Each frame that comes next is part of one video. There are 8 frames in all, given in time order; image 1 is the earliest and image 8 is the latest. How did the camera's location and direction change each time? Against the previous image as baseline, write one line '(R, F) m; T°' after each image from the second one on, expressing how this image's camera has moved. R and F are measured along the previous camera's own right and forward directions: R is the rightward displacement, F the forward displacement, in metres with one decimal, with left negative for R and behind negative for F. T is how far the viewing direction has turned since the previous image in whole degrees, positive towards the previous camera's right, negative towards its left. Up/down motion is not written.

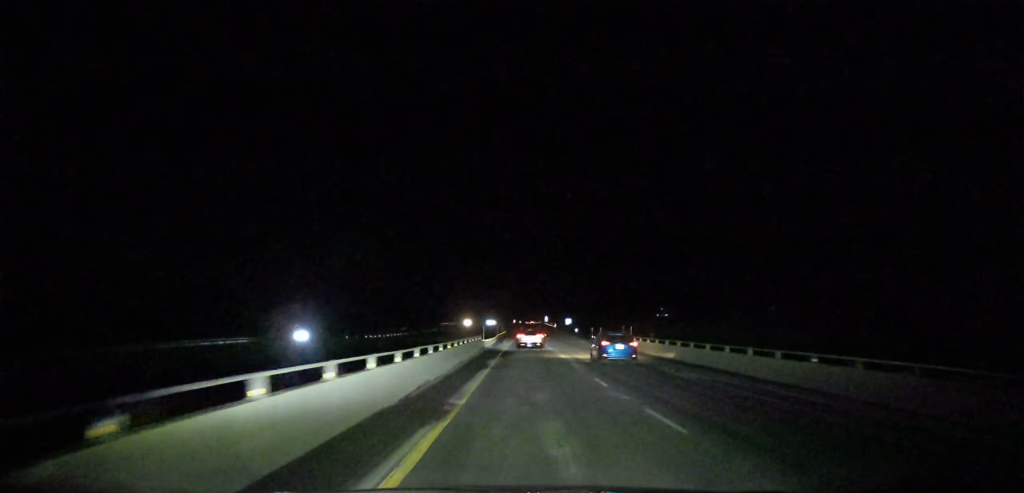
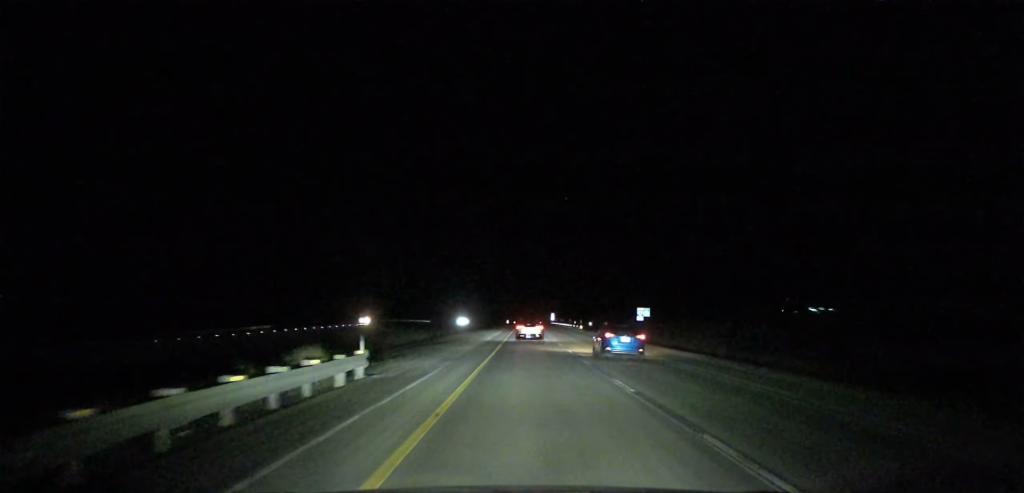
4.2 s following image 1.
(+0.4, +121.8) m; 0°
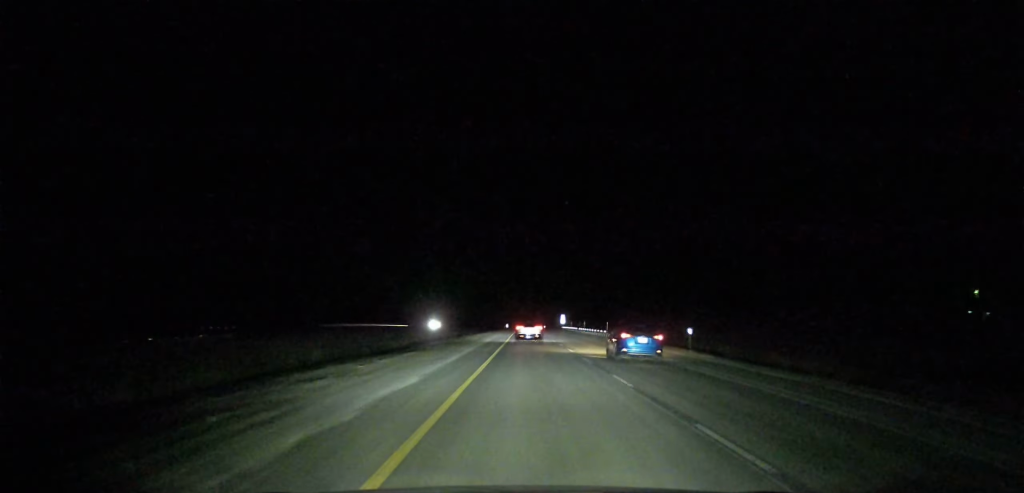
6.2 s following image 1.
(+0.1, +57.7) m; 0°
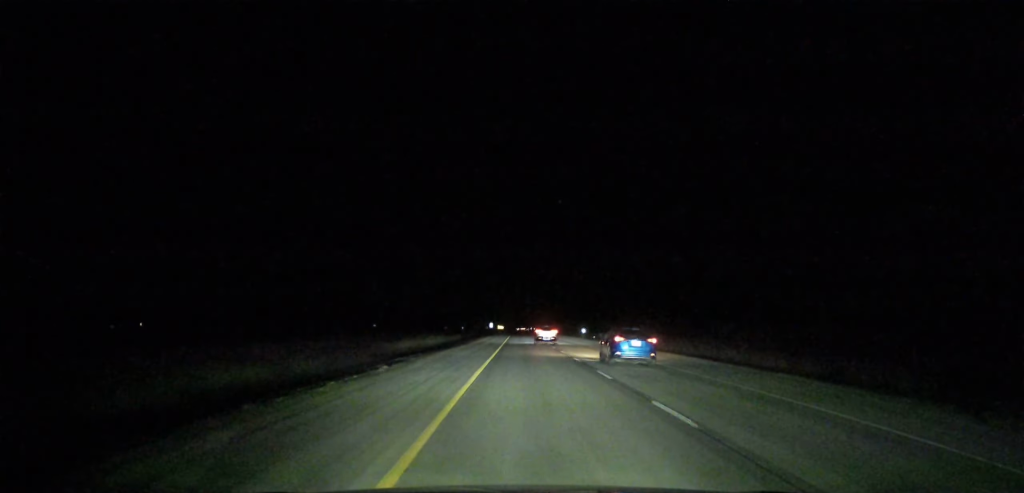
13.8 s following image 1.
(+0.6, +202.8) m; 0°
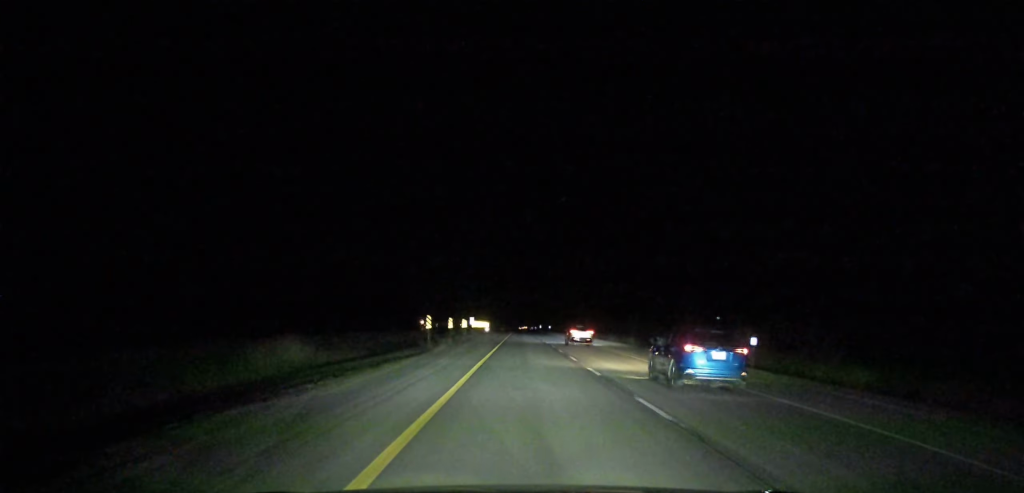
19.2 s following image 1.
(+0.1, +129.3) m; 0°
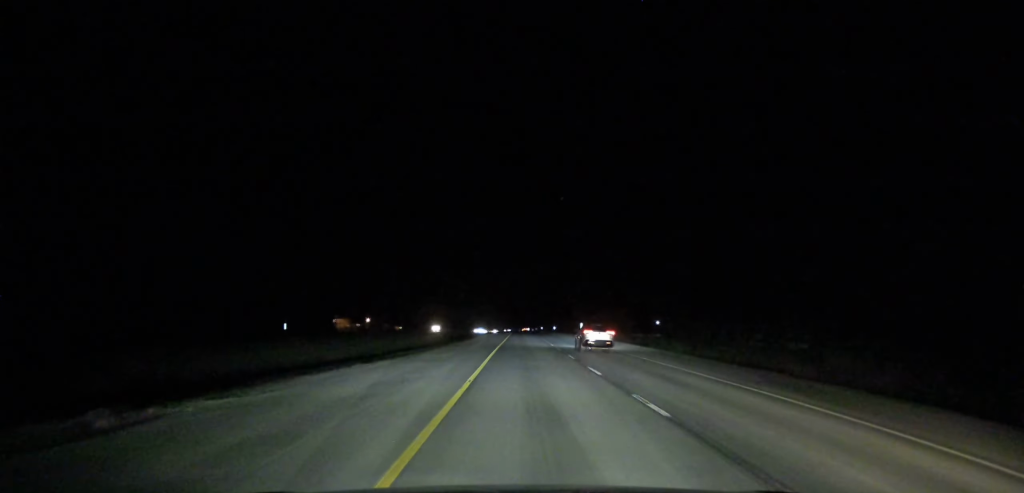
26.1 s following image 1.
(-0.6, +227.6) m; 0°
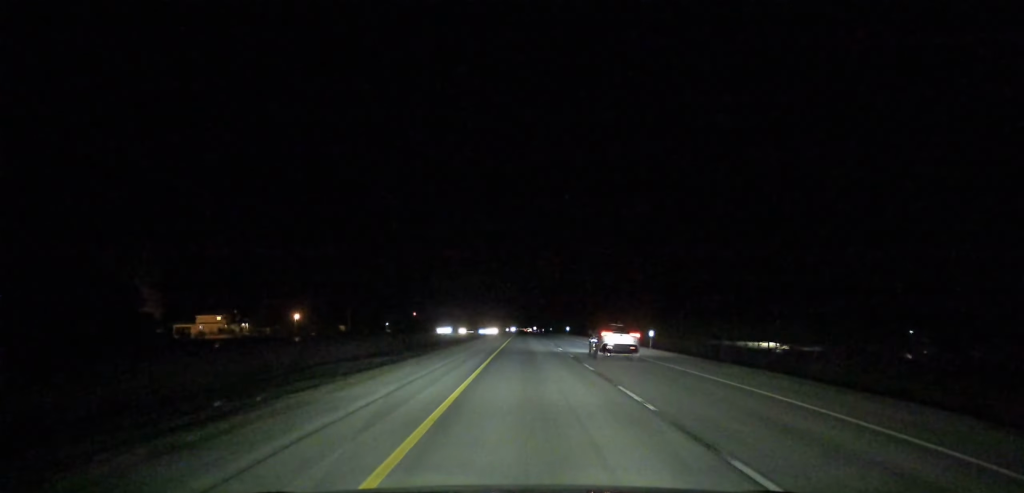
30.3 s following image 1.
(+0.1, +198.6) m; 0°
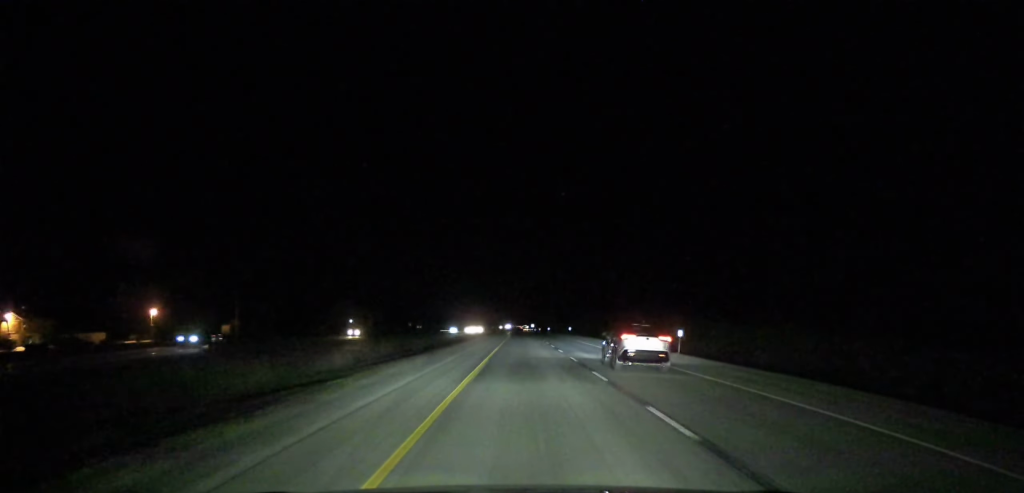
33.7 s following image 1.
(-0.1, +145.3) m; 0°
